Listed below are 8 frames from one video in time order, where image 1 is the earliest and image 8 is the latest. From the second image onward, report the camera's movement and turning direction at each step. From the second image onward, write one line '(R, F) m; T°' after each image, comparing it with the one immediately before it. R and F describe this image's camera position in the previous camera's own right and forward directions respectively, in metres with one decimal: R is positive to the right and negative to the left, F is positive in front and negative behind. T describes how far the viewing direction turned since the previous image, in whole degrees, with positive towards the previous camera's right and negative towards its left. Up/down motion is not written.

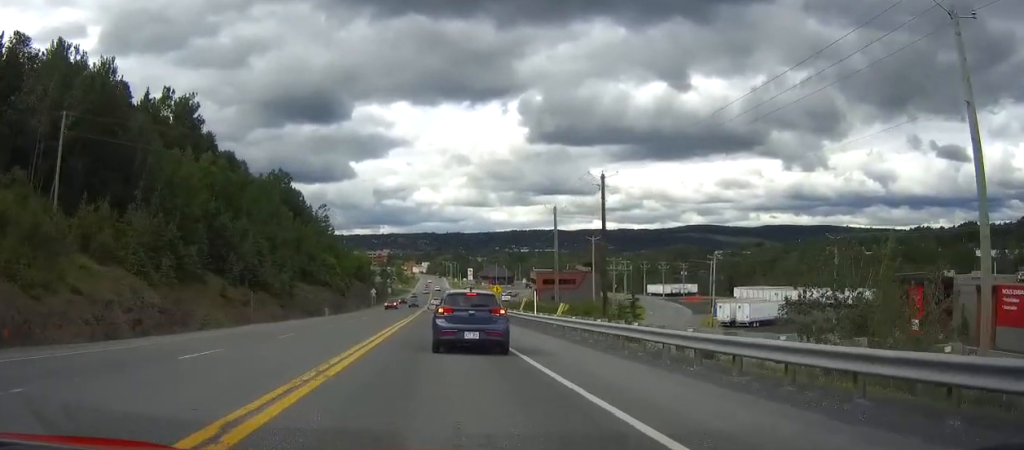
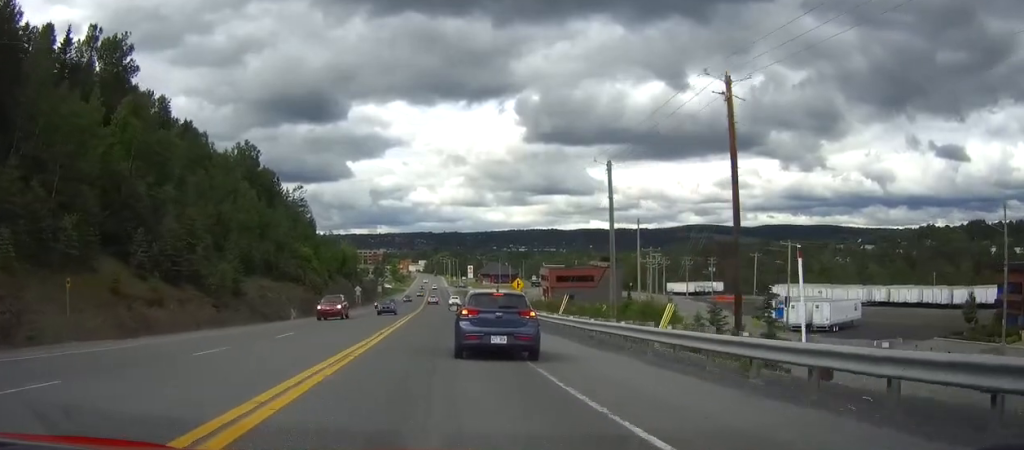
(+0.1, +25.5) m; 0°
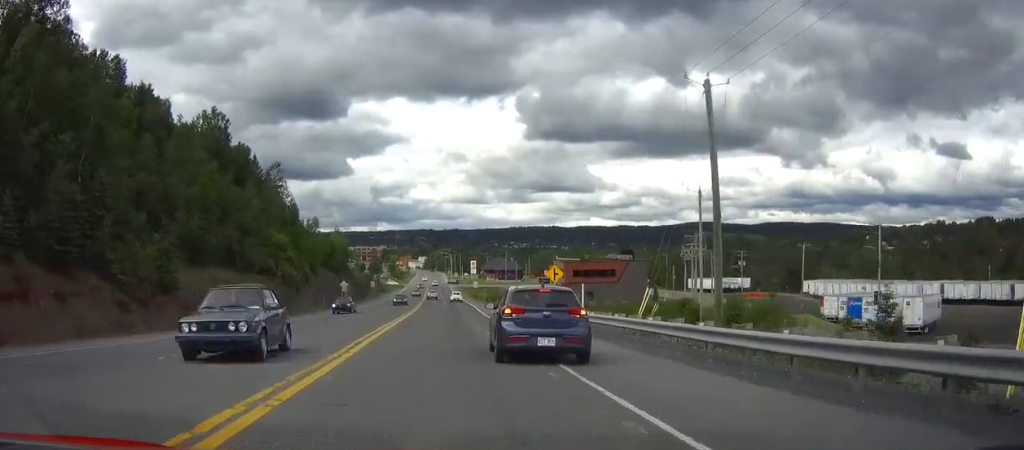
(0.0, +19.7) m; 0°
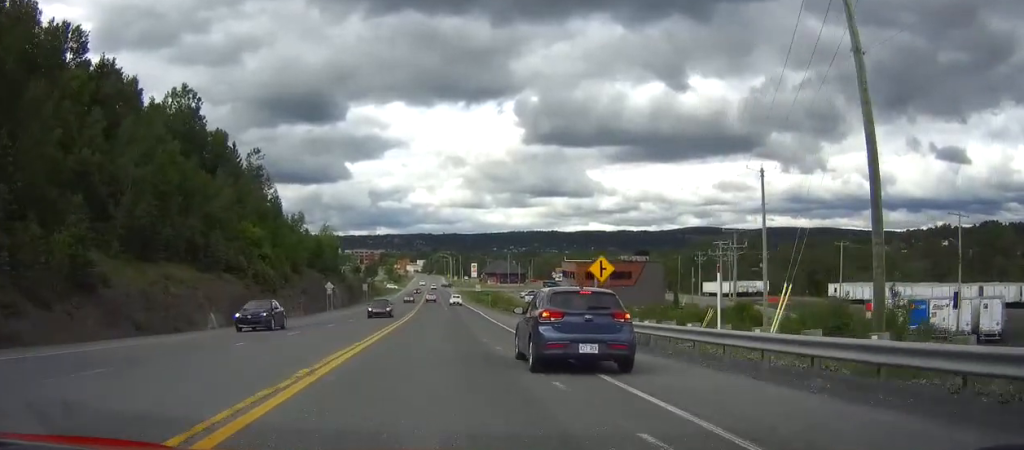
(0.0, +13.1) m; 0°
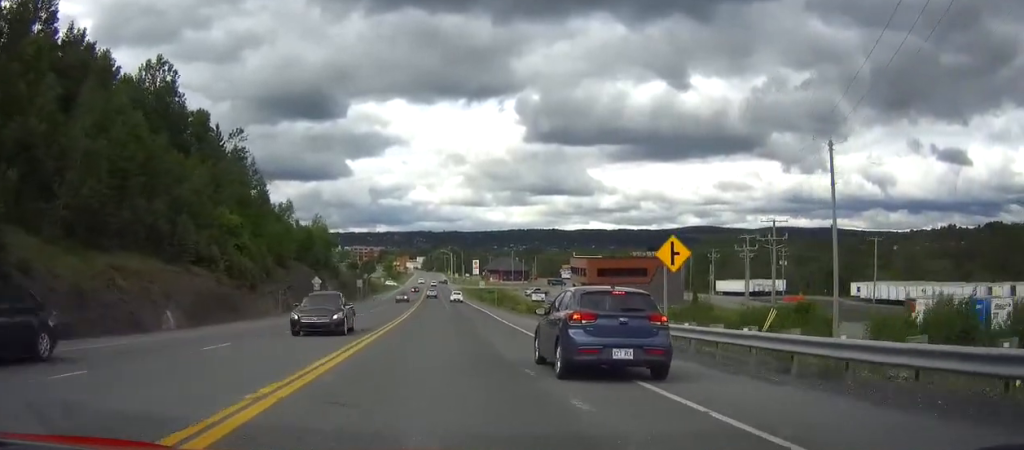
(0.0, +9.8) m; 0°
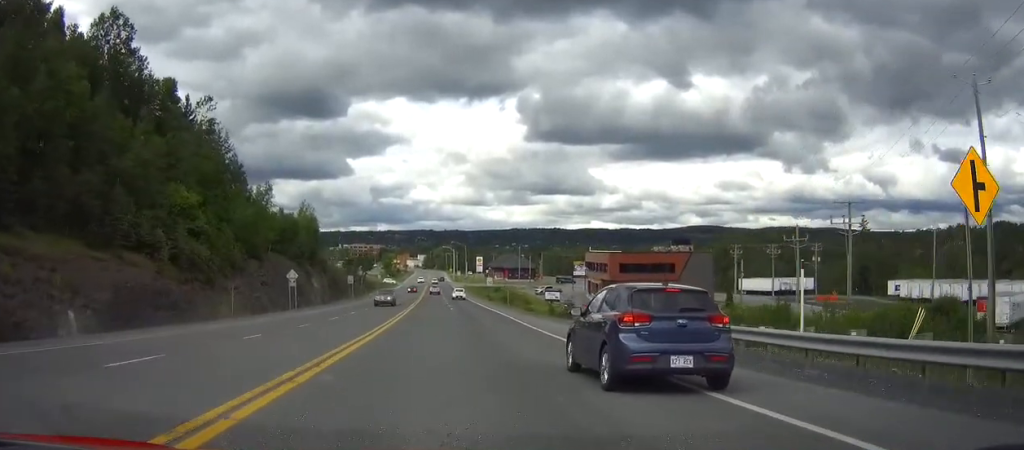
(0.0, +14.4) m; 0°
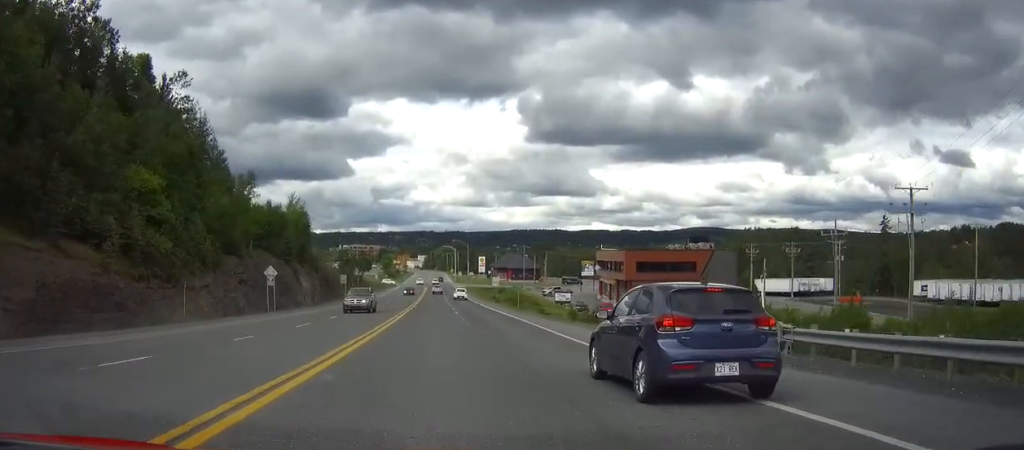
(0.0, +9.1) m; 0°
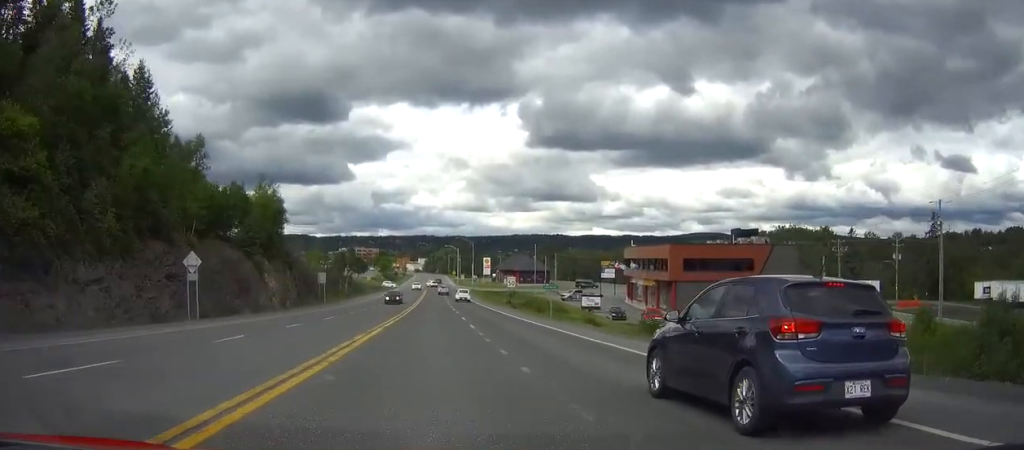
(-0.1, +19.4) m; 0°
